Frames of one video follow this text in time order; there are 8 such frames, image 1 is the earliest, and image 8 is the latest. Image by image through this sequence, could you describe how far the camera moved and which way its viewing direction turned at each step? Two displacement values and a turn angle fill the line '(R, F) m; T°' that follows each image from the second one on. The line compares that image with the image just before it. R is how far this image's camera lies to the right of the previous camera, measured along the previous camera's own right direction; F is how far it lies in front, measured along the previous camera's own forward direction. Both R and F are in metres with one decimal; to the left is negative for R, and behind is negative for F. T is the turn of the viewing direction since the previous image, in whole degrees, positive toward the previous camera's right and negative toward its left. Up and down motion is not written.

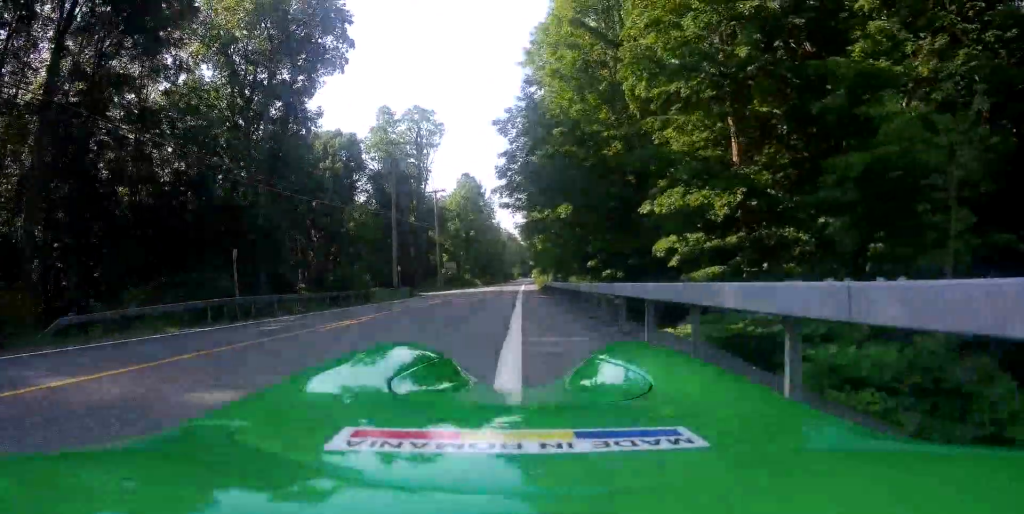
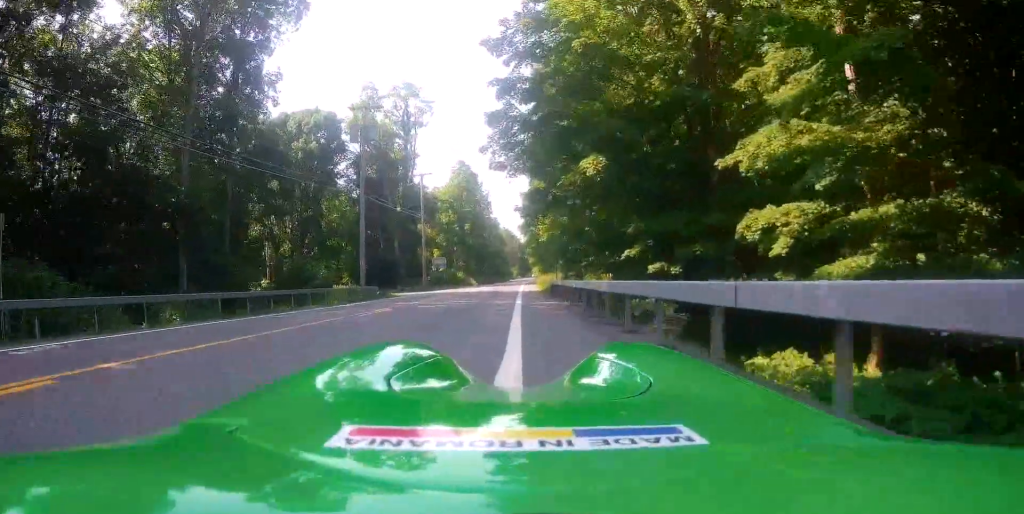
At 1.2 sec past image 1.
(-1.0, +10.0) m; -2°
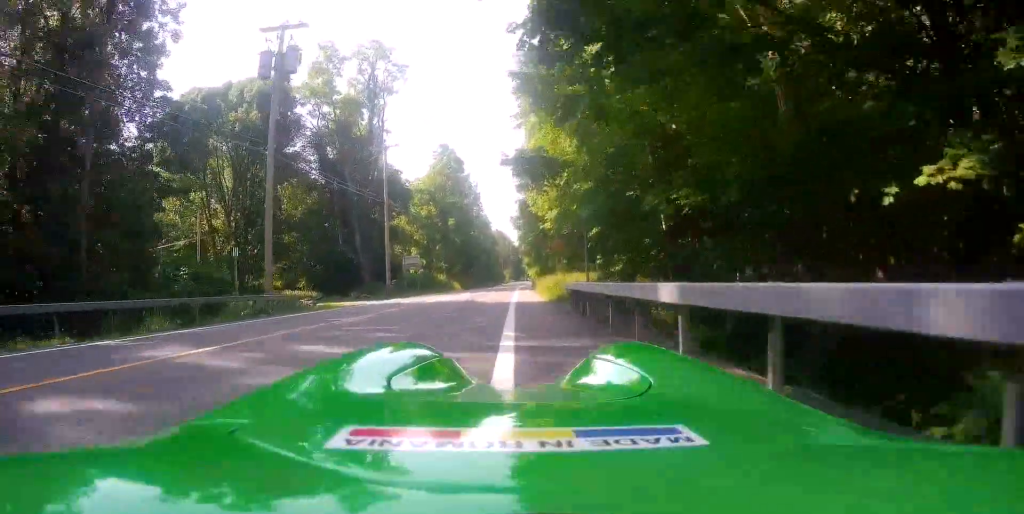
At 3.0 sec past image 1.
(+1.1, +13.2) m; +3°
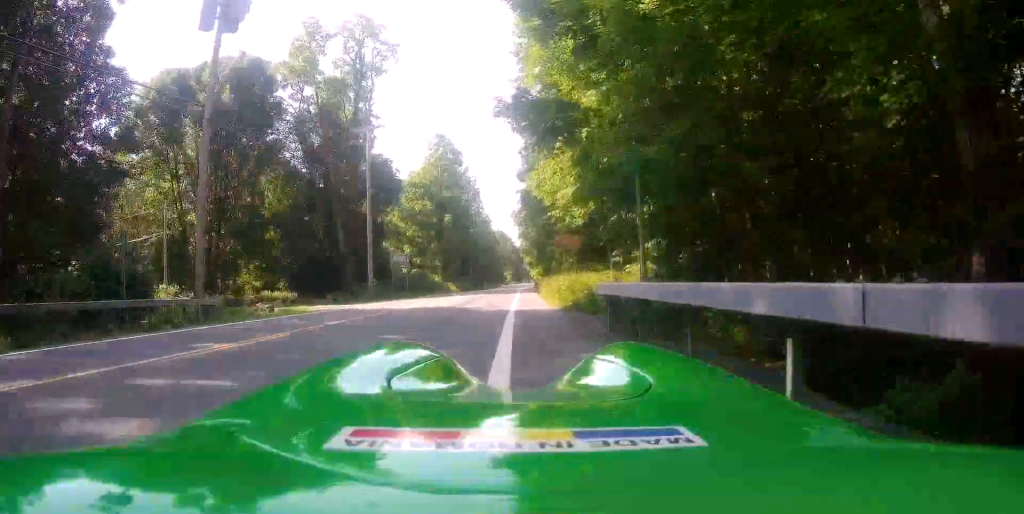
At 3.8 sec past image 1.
(0.0, +5.5) m; 0°
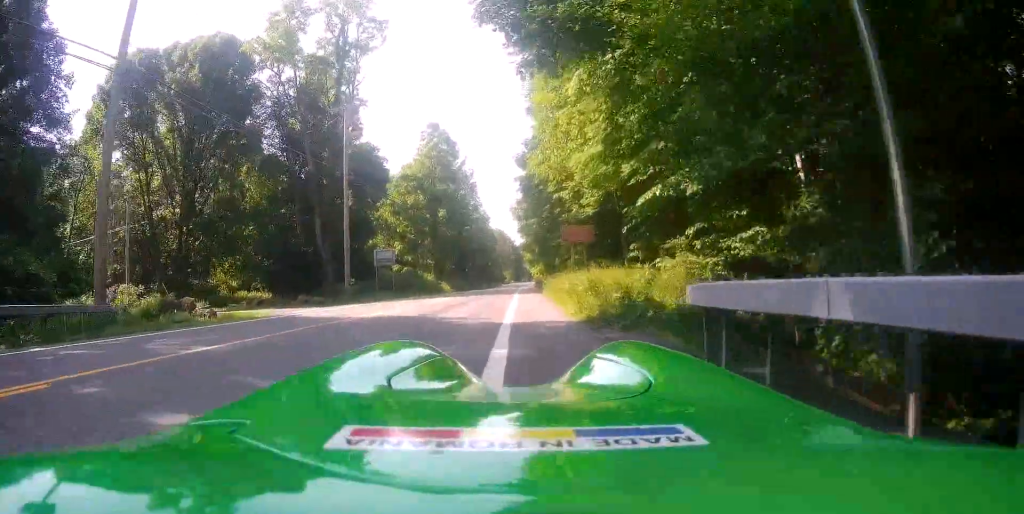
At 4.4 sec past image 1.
(0.0, +4.9) m; 0°
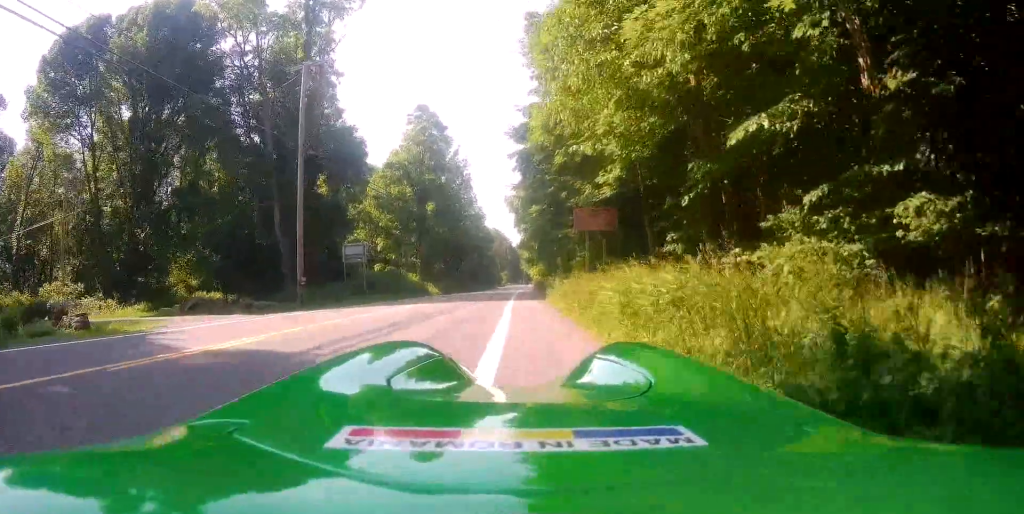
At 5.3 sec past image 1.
(0.0, +6.4) m; 0°
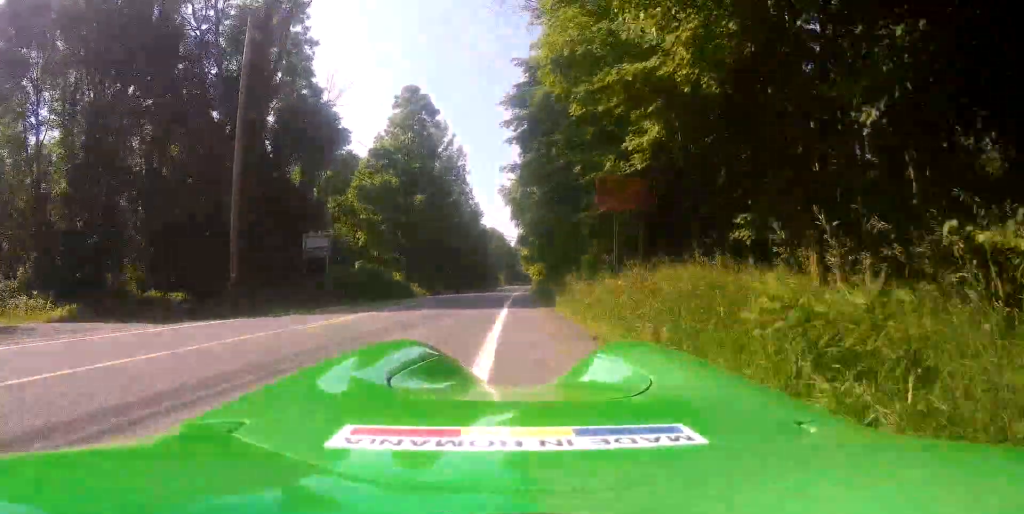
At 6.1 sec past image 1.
(0.0, +6.1) m; -1°
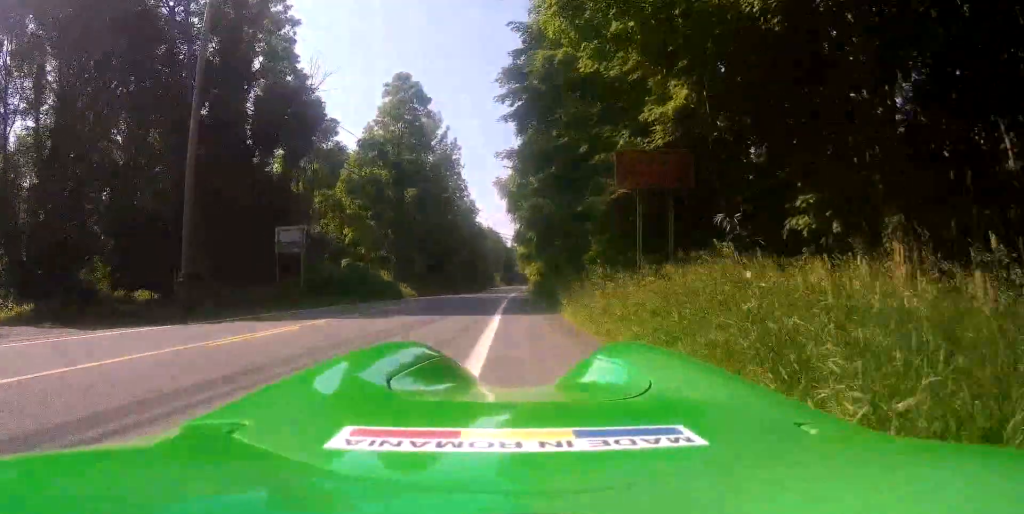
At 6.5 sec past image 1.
(0.0, +3.1) m; +1°
